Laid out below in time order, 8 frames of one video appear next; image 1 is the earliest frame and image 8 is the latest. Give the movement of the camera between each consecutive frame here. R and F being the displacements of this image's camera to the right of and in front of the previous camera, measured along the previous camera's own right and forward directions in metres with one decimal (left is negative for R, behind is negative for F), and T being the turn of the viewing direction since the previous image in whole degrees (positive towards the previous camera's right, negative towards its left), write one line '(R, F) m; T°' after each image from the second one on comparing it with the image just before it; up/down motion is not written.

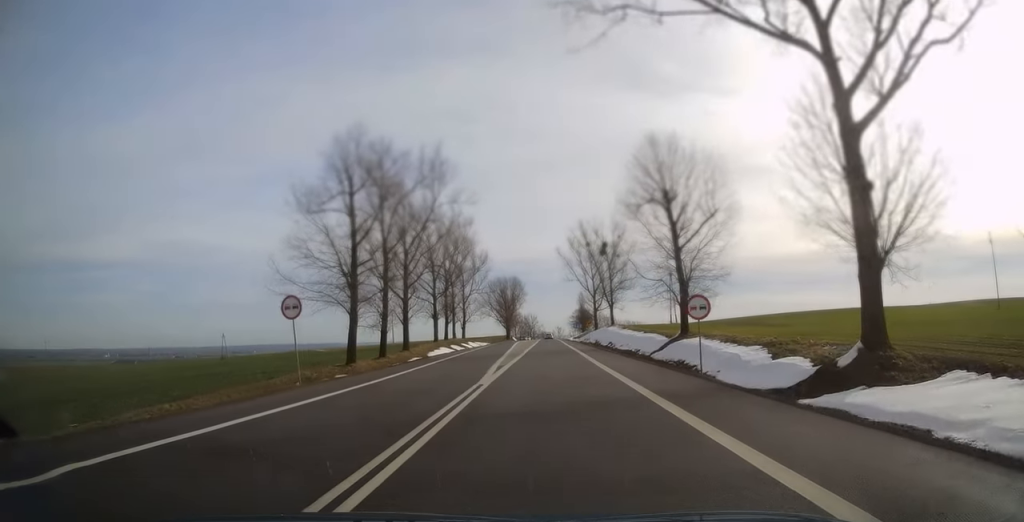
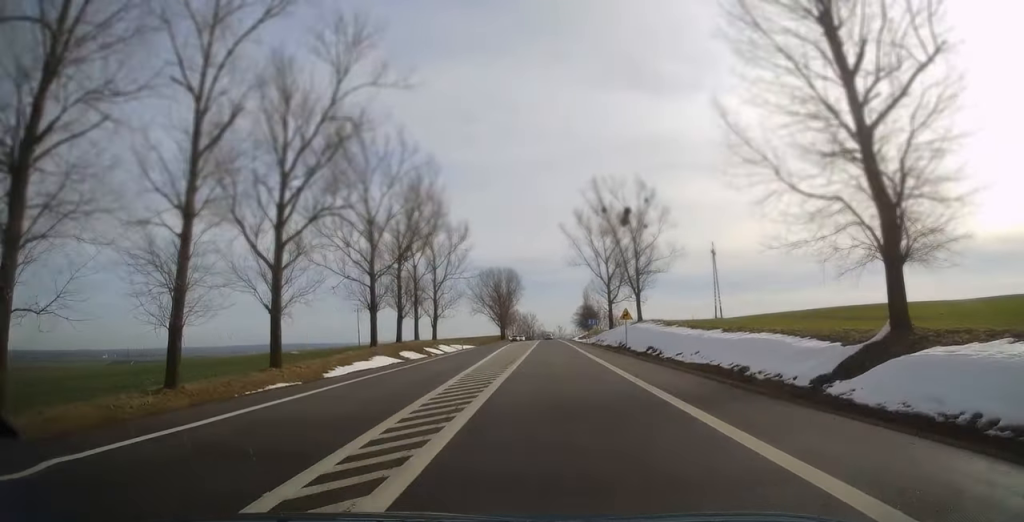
(0.0, +30.1) m; 0°
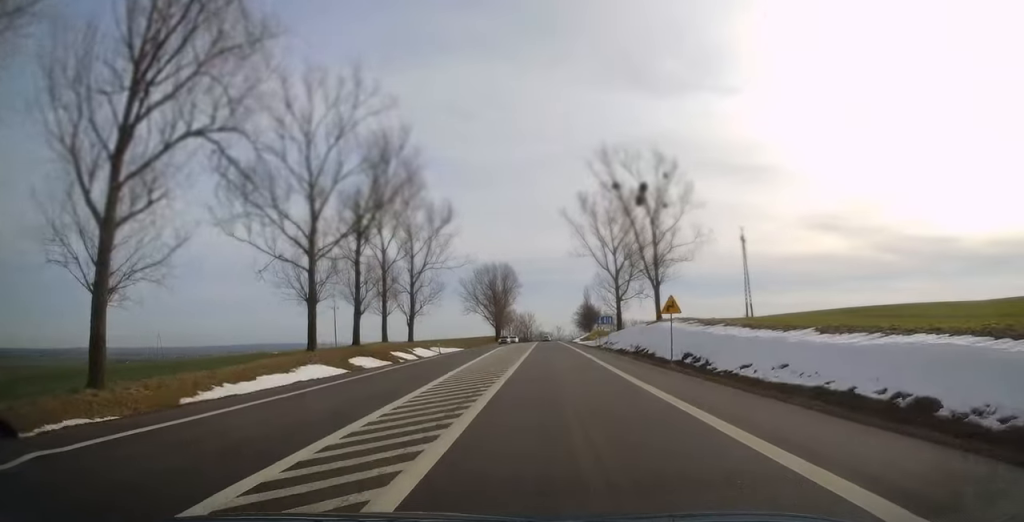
(0.0, +13.9) m; 0°
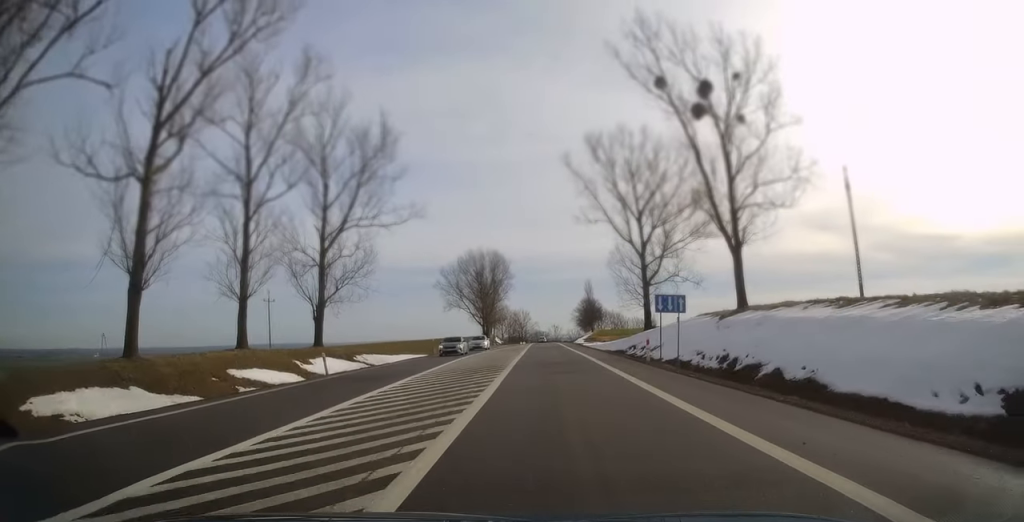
(+0.2, +27.8) m; 0°
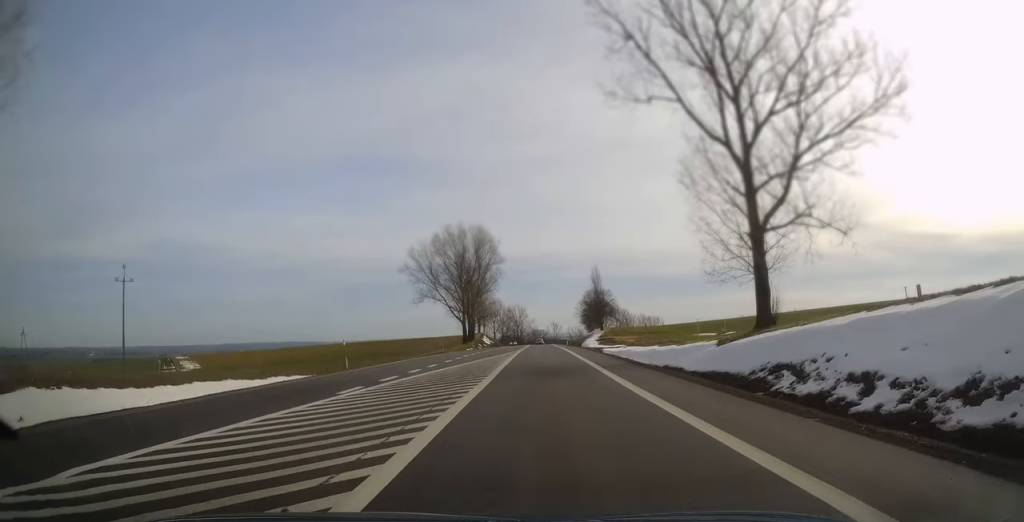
(-0.2, +34.5) m; 0°
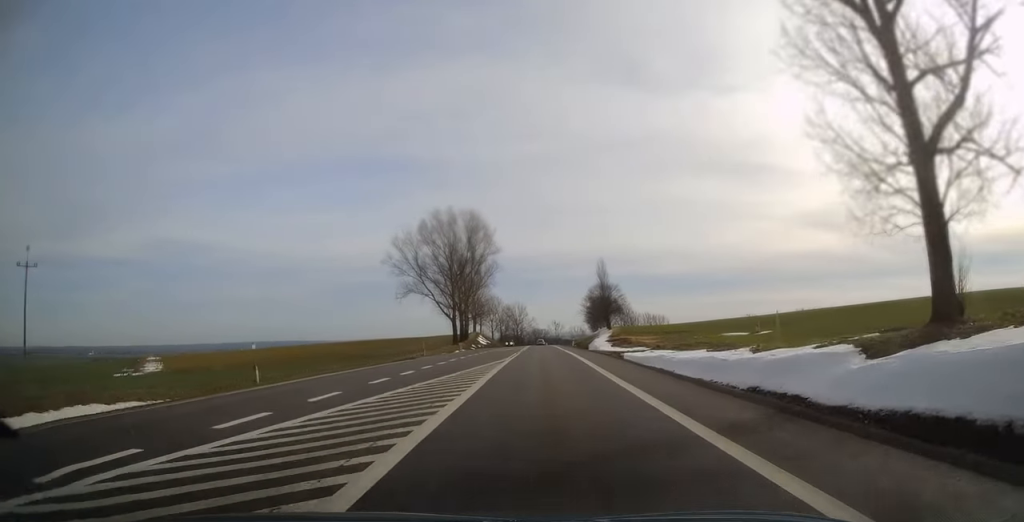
(+0.1, +14.6) m; 0°
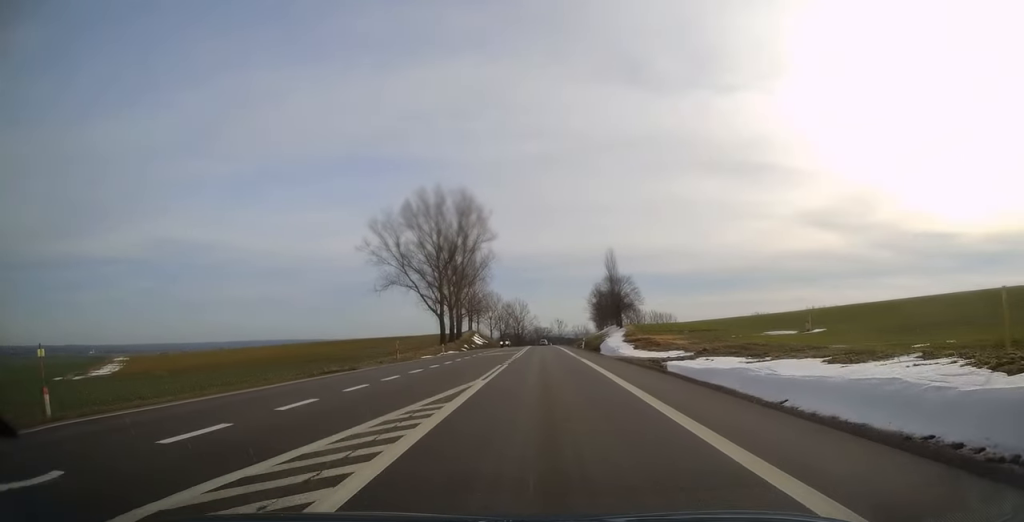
(+0.2, +15.1) m; 0°
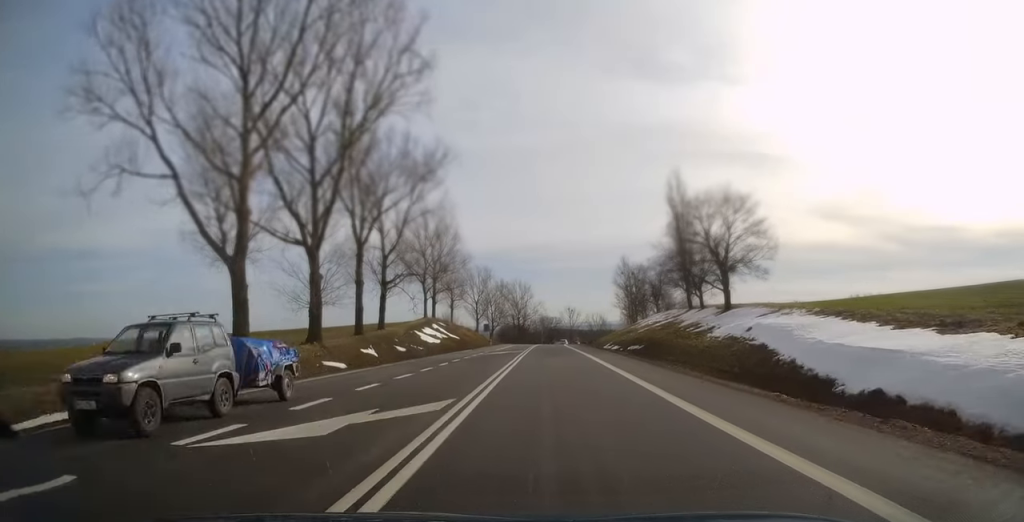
(-0.2, +63.5) m; 0°
